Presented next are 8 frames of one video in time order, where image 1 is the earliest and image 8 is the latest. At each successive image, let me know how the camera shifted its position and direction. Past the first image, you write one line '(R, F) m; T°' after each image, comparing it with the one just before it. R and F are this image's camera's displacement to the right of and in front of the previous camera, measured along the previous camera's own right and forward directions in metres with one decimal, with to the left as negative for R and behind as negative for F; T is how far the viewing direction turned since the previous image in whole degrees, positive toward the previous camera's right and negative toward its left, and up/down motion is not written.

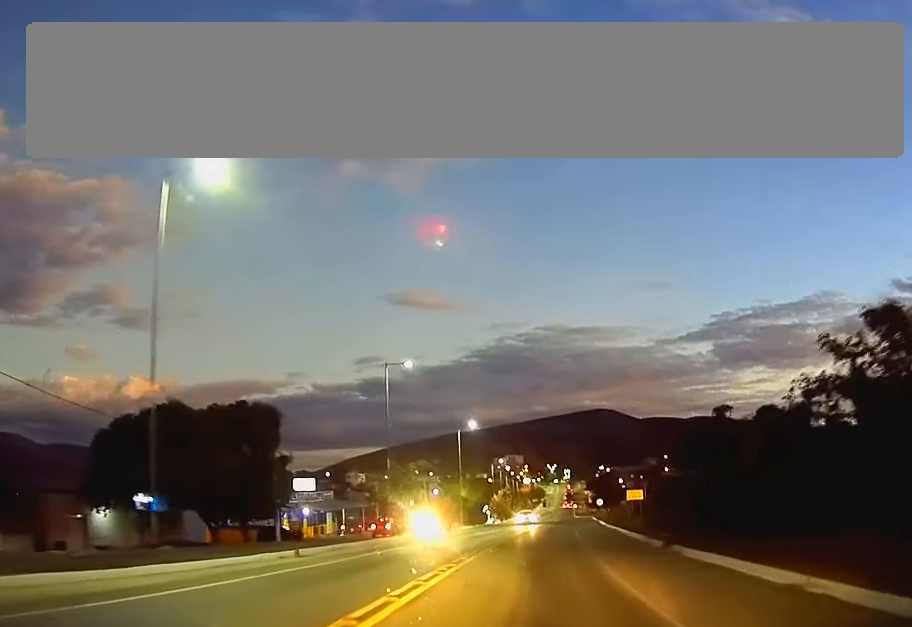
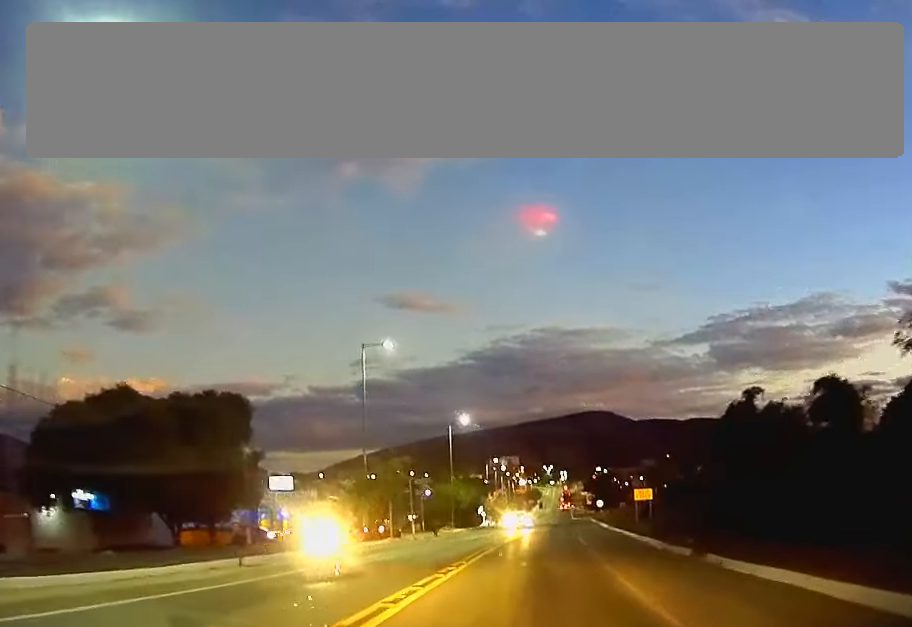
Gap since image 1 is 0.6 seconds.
(0.0, +6.1) m; 0°
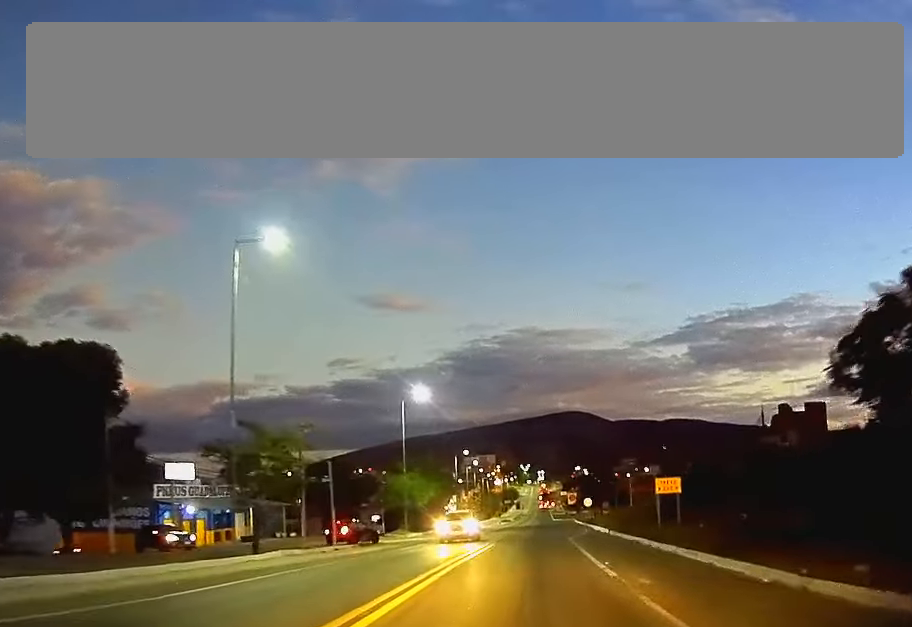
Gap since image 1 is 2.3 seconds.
(+0.3, +17.2) m; +2°
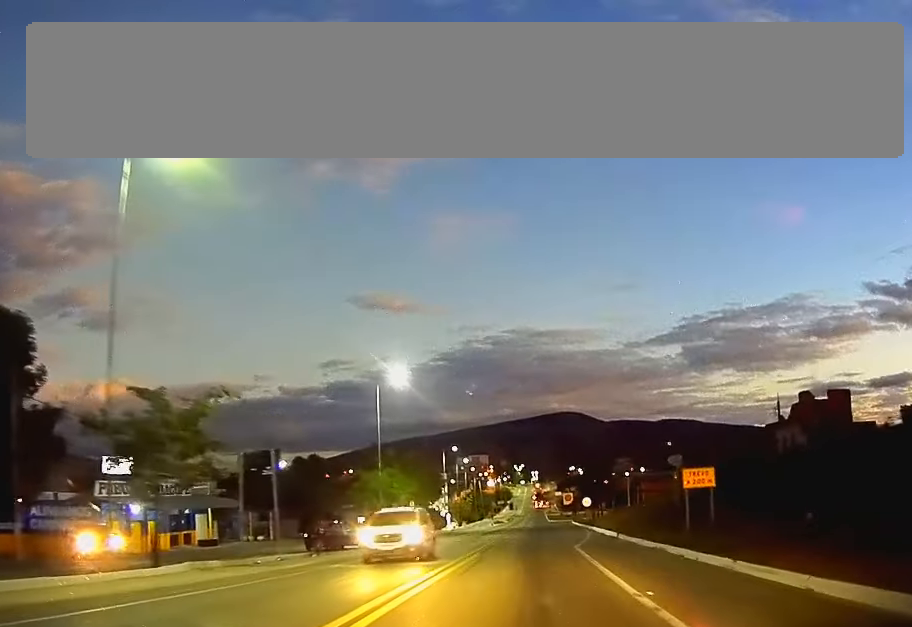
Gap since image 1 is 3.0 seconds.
(+0.1, +7.9) m; 0°
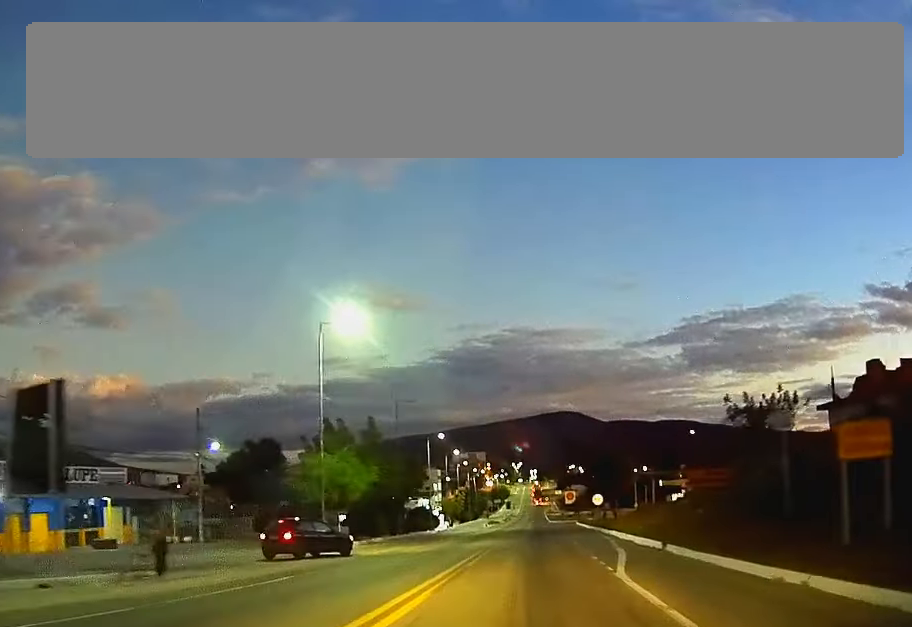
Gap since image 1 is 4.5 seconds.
(-0.2, +15.4) m; -1°
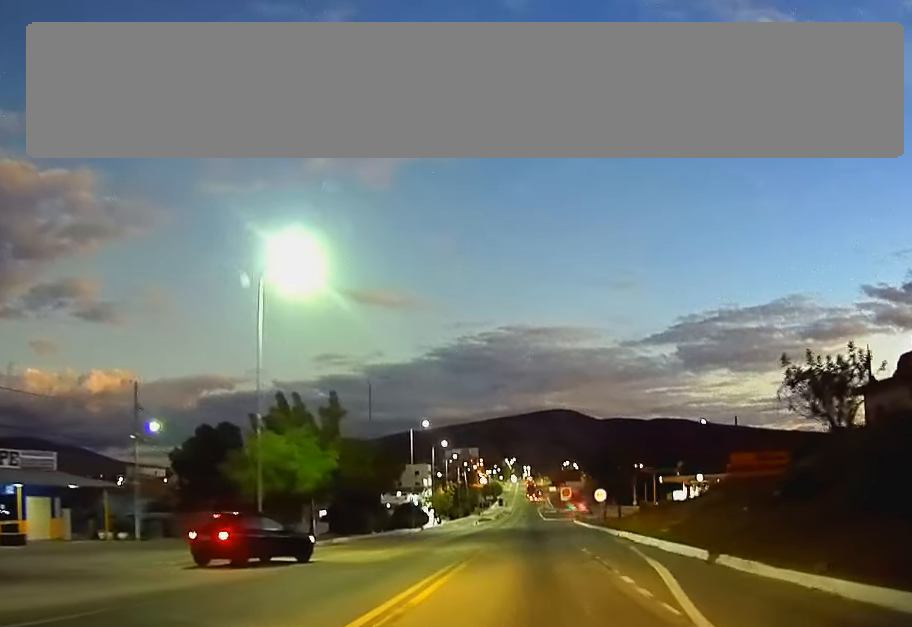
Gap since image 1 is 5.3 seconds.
(0.0, +8.7) m; 0°
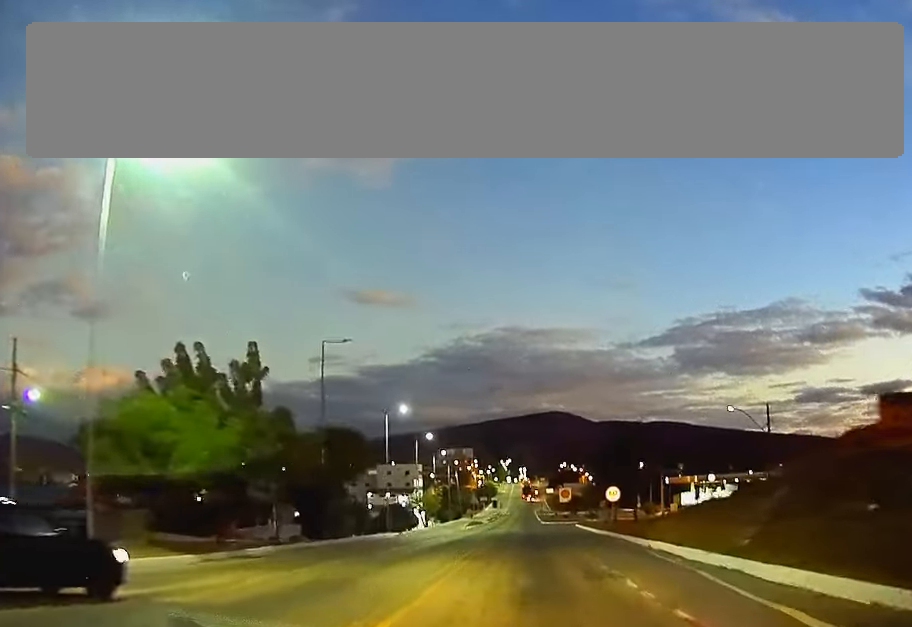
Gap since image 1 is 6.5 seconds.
(+0.2, +12.5) m; +1°
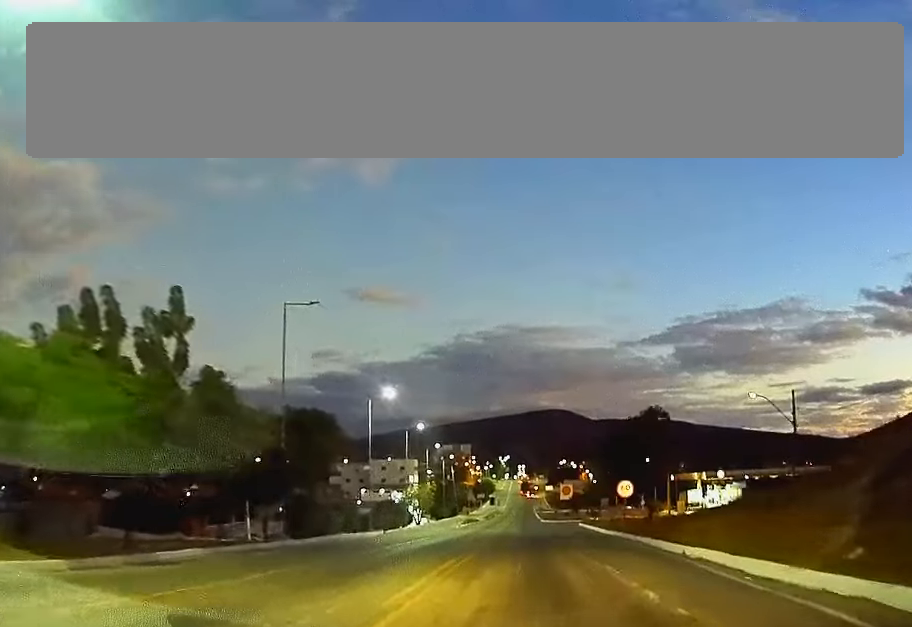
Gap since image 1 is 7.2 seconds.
(0.0, +7.2) m; 0°
